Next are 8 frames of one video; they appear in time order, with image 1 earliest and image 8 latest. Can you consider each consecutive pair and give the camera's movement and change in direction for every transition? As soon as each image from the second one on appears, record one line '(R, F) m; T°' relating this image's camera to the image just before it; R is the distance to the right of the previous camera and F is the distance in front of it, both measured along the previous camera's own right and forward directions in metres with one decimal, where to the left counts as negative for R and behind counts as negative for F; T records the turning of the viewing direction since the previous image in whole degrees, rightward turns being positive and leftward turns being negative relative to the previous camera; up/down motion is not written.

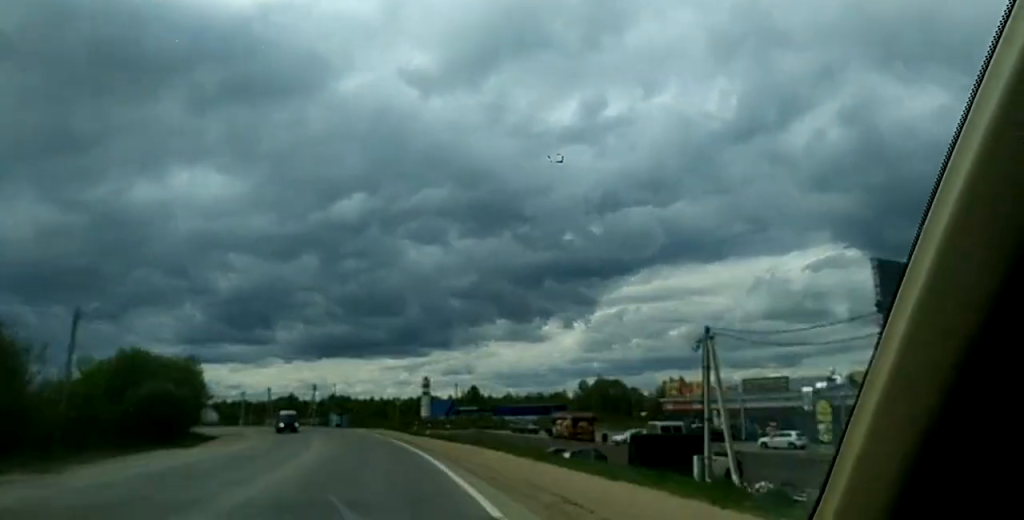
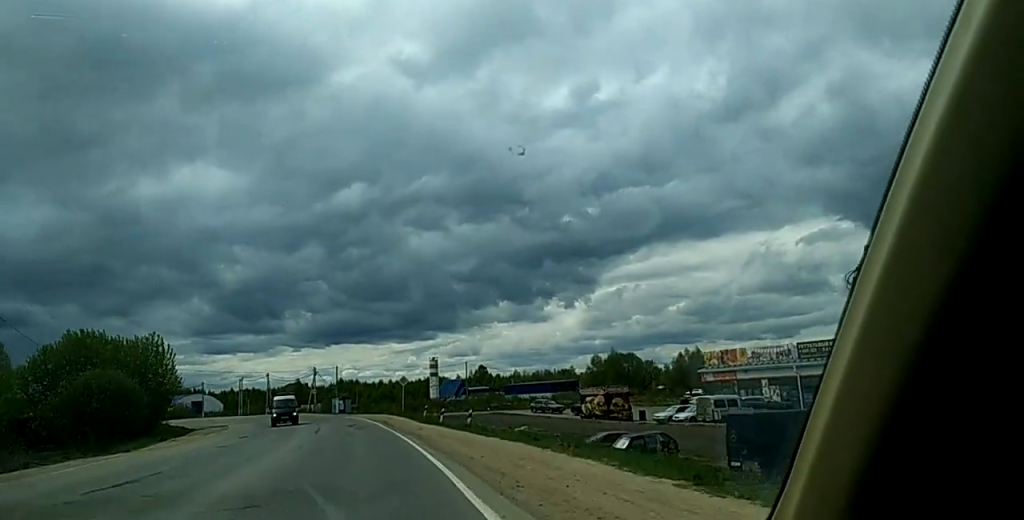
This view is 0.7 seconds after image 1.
(-0.2, +12.9) m; -3°
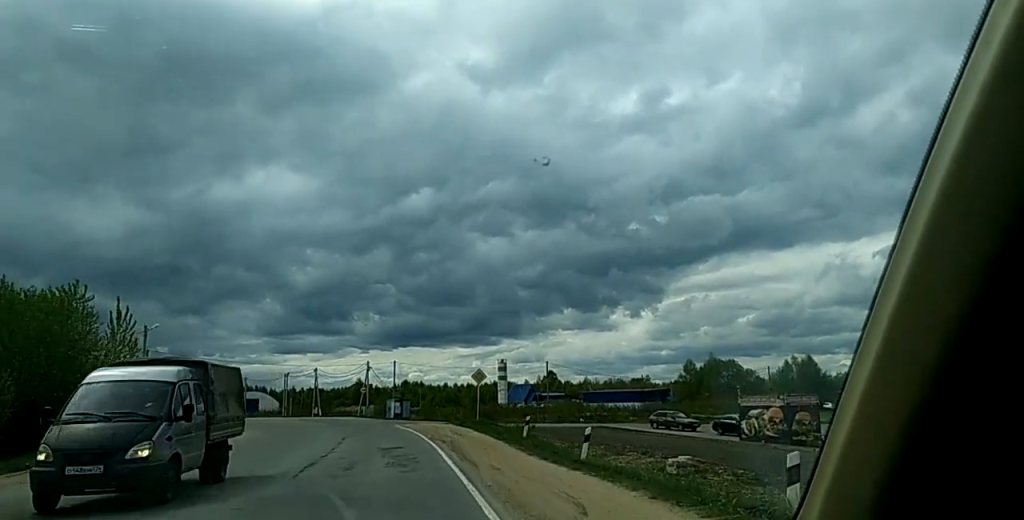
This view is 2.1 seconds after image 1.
(-1.1, +24.5) m; -3°
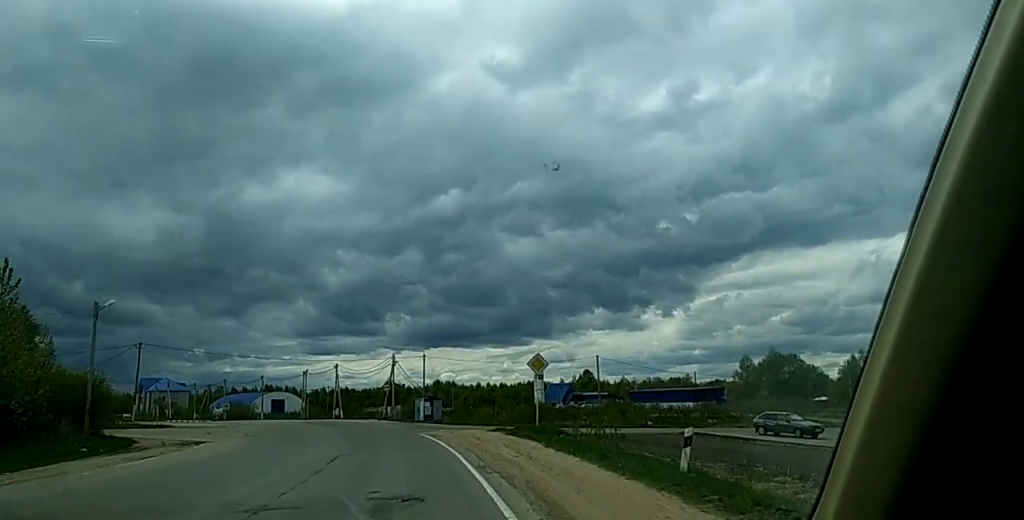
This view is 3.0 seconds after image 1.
(0.0, +14.4) m; -2°
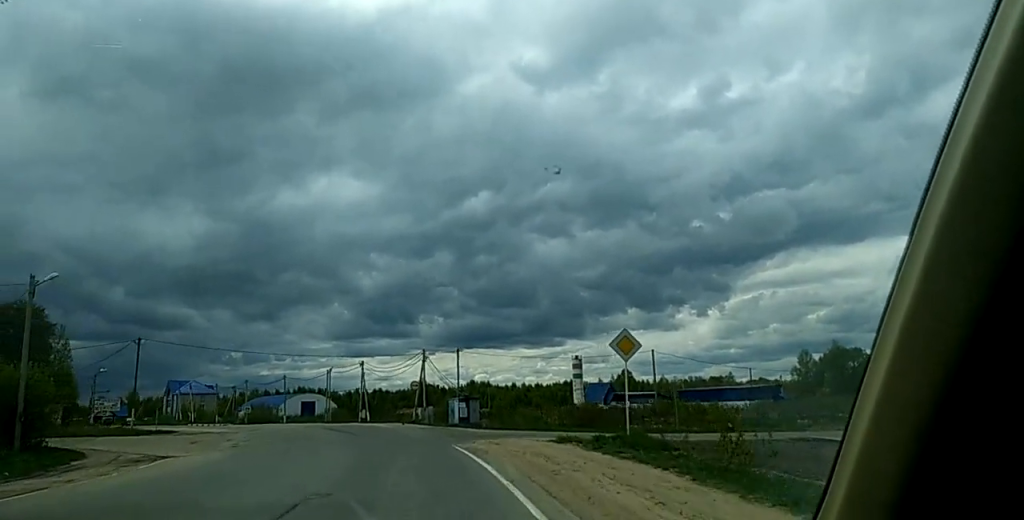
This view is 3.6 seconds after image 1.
(-0.3, +10.7) m; -2°
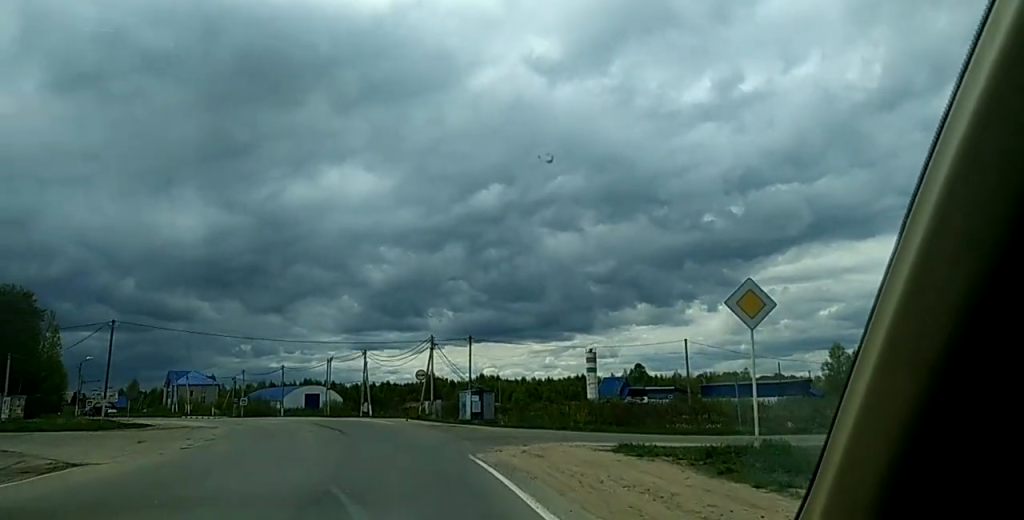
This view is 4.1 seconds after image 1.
(-0.1, +8.6) m; -2°
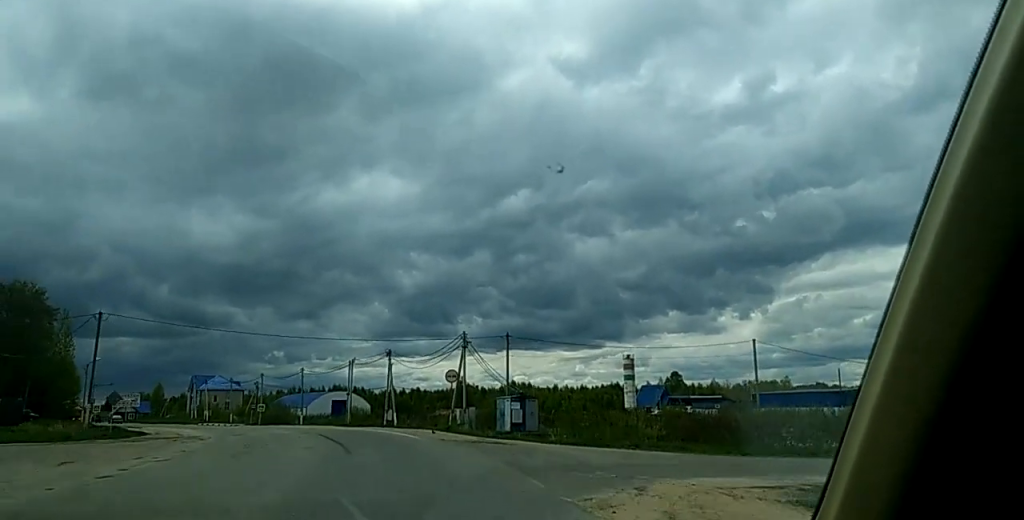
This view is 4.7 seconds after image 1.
(+0.1, +9.1) m; -3°
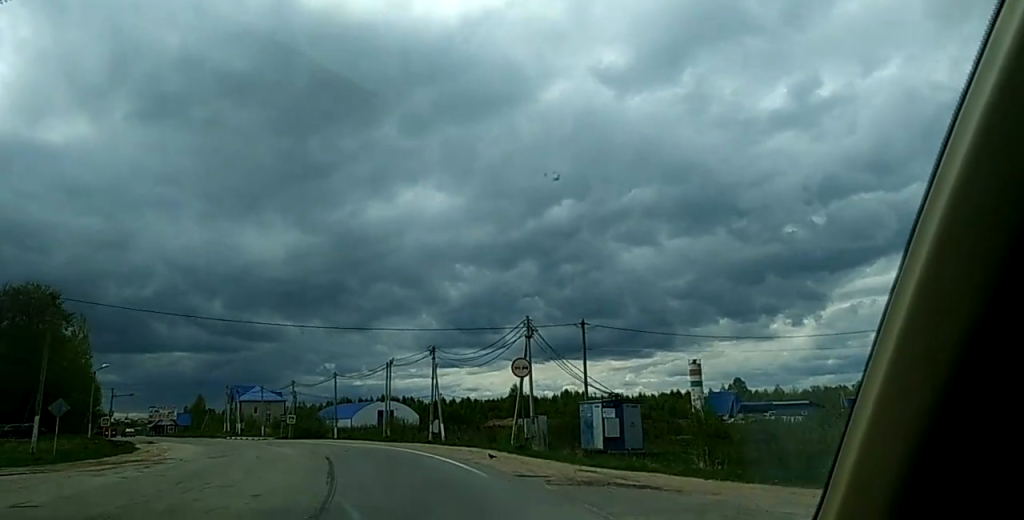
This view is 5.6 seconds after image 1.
(-1.0, +14.8) m; -4°
